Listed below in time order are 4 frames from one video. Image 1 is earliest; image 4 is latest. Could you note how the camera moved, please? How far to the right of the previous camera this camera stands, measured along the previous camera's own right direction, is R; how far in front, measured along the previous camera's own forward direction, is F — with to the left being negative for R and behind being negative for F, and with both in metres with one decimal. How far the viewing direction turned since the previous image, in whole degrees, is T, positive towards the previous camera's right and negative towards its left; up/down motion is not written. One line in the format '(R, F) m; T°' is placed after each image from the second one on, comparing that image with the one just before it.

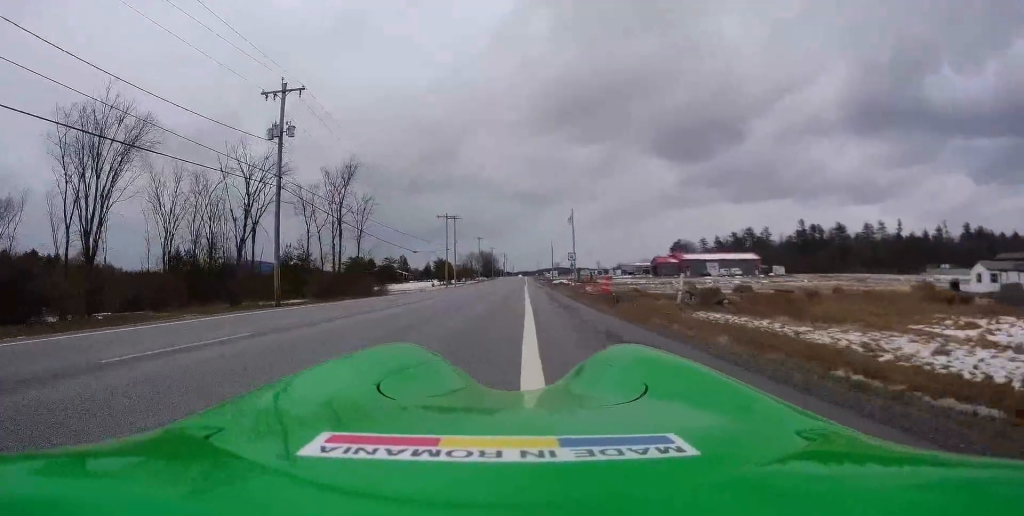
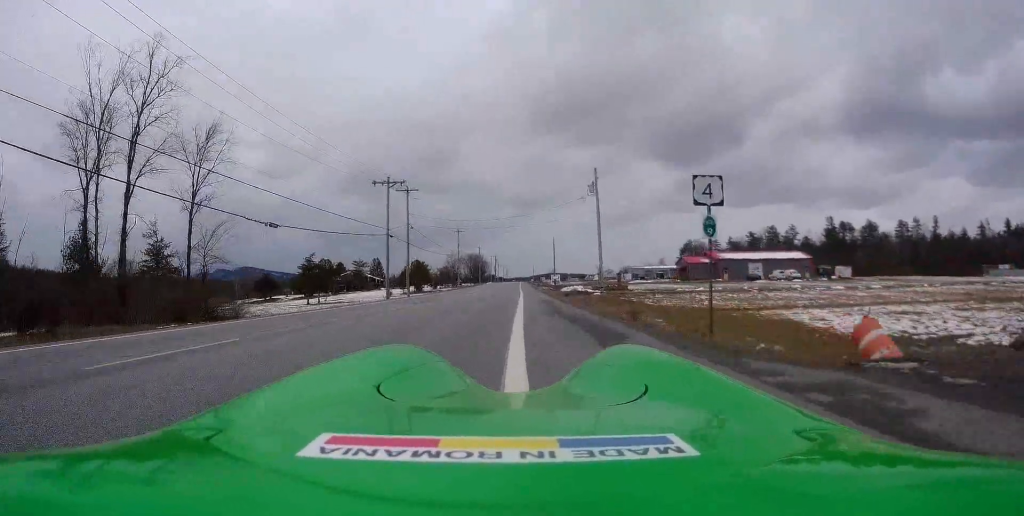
(+0.1, +36.3) m; -1°
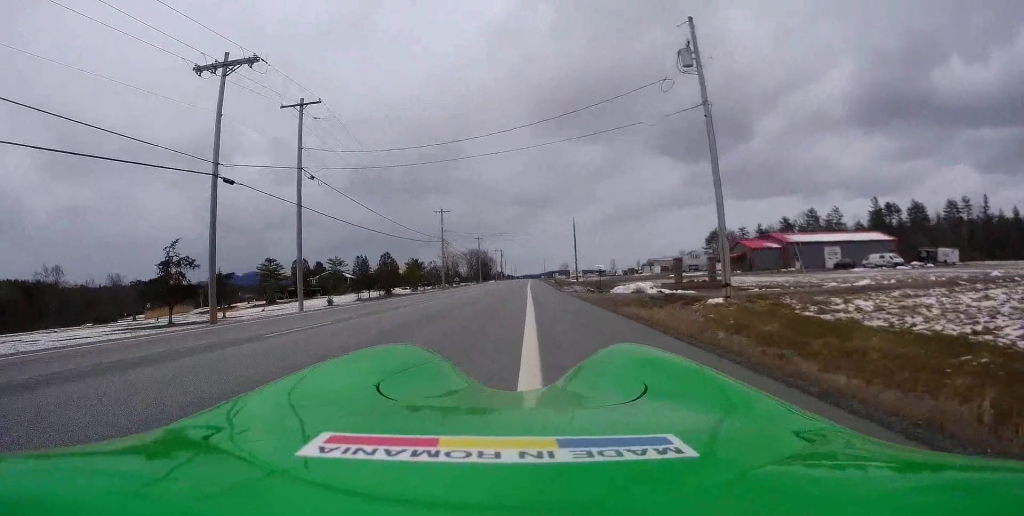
(-0.2, +32.0) m; 0°
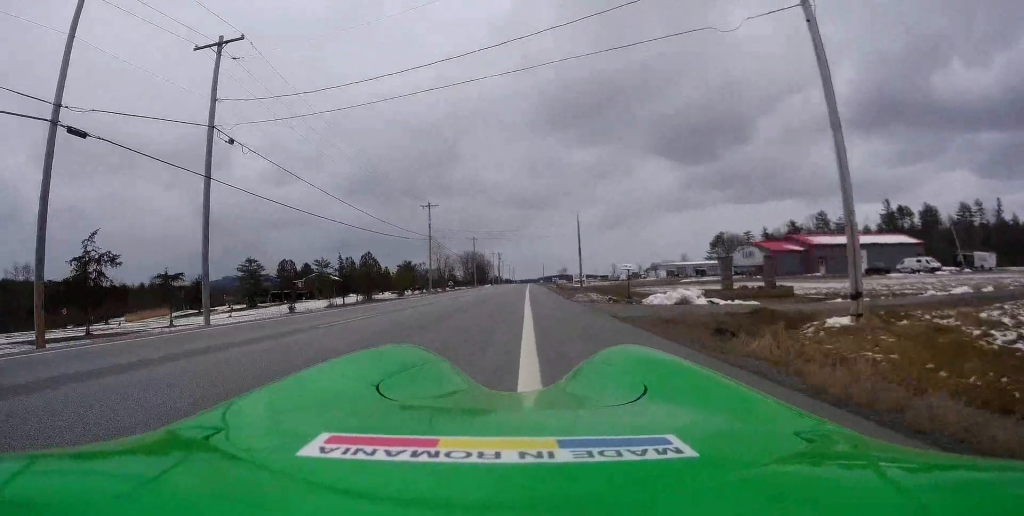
(-0.1, +9.9) m; +1°
